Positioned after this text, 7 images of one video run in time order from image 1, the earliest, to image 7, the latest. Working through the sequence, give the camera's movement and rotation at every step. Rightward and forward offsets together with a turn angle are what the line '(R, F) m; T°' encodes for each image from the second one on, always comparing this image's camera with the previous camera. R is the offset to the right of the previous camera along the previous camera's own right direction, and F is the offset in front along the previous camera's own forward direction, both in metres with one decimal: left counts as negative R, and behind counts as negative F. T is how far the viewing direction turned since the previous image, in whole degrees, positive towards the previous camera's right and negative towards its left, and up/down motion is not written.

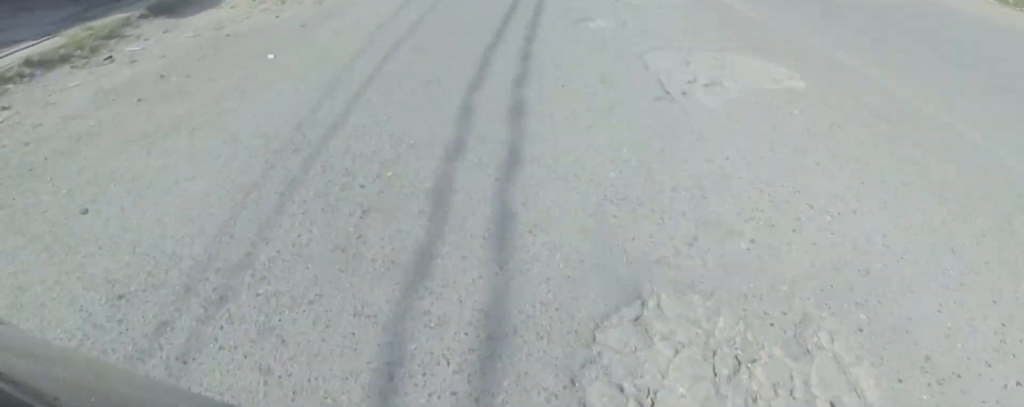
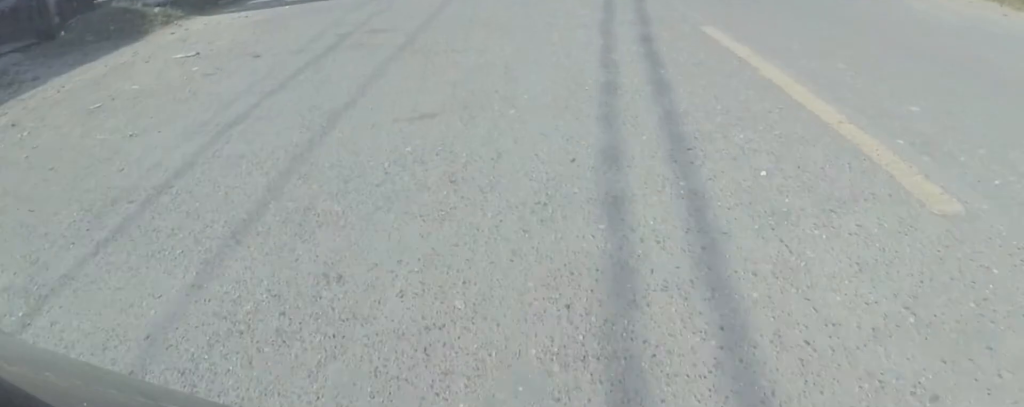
(0.0, +12.1) m; 0°
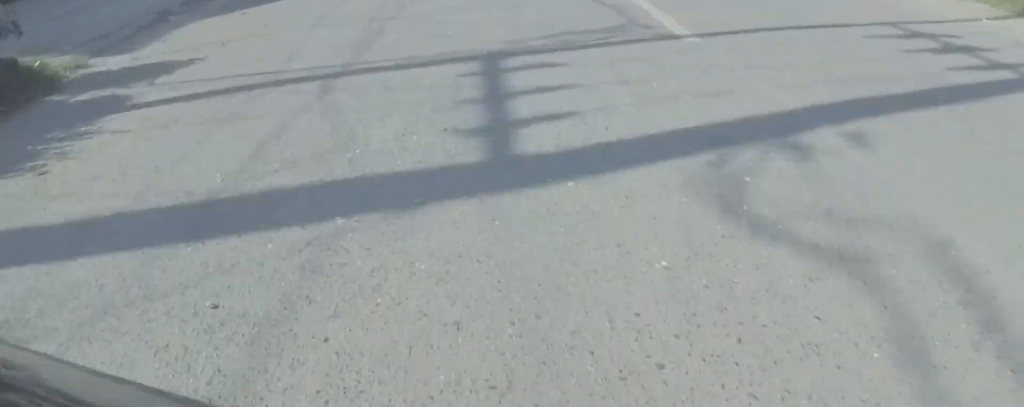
(0.0, +5.4) m; 0°
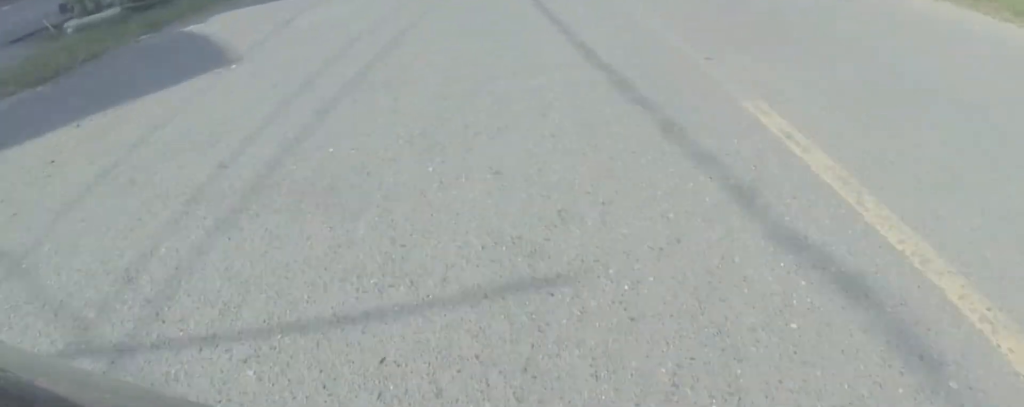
(0.0, +4.3) m; 0°
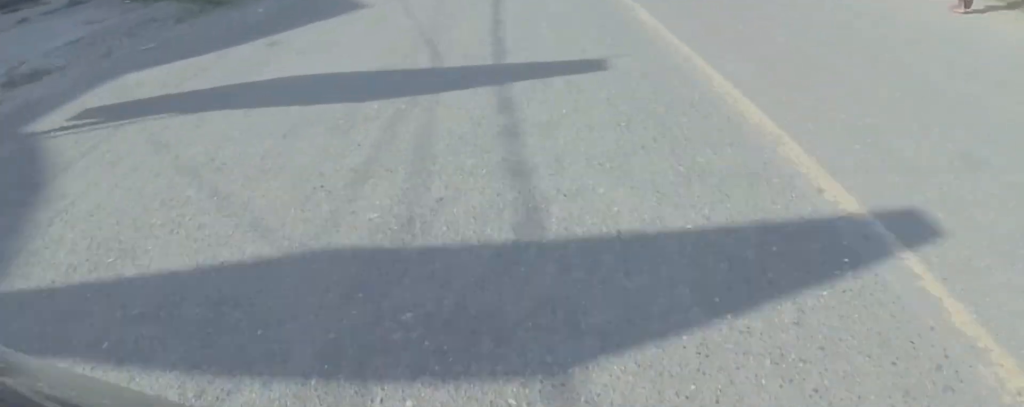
(0.0, +7.7) m; 0°
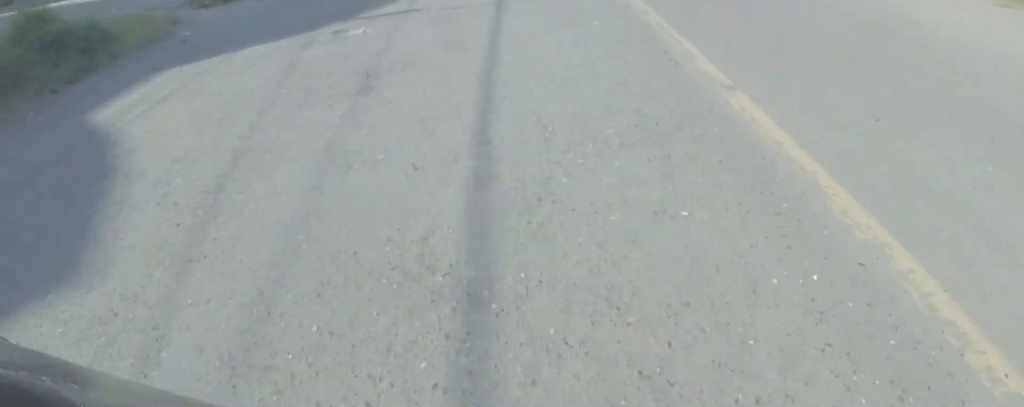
(0.0, +4.9) m; 0°
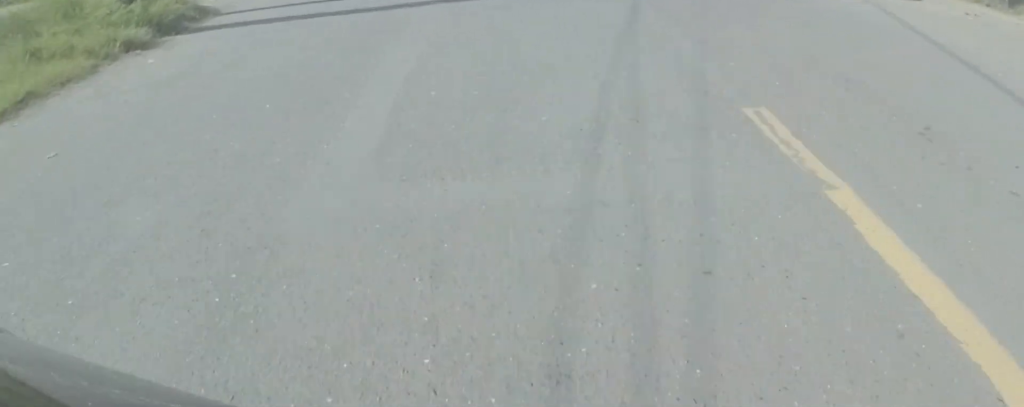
(-1.6, +26.7) m; -8°
